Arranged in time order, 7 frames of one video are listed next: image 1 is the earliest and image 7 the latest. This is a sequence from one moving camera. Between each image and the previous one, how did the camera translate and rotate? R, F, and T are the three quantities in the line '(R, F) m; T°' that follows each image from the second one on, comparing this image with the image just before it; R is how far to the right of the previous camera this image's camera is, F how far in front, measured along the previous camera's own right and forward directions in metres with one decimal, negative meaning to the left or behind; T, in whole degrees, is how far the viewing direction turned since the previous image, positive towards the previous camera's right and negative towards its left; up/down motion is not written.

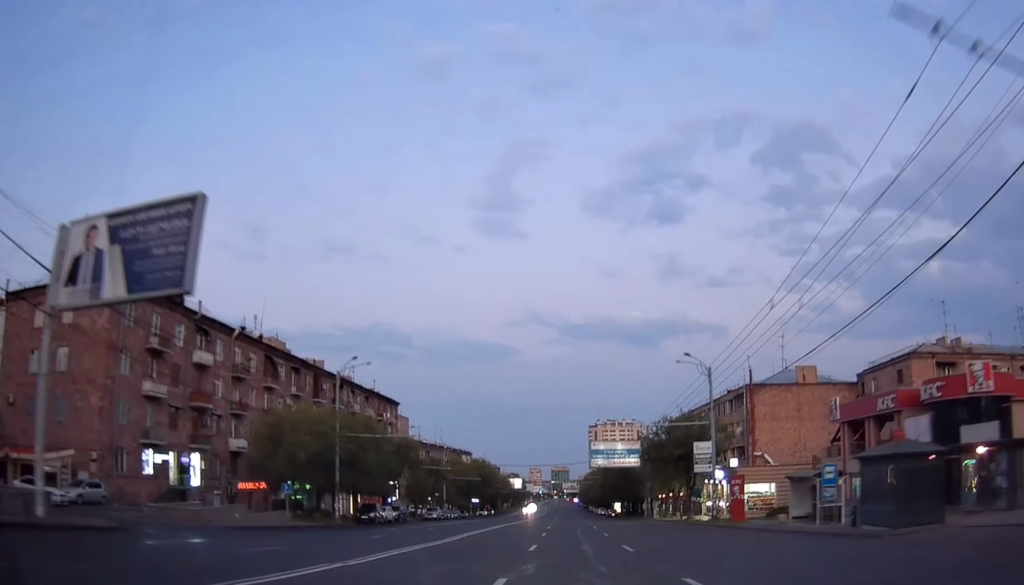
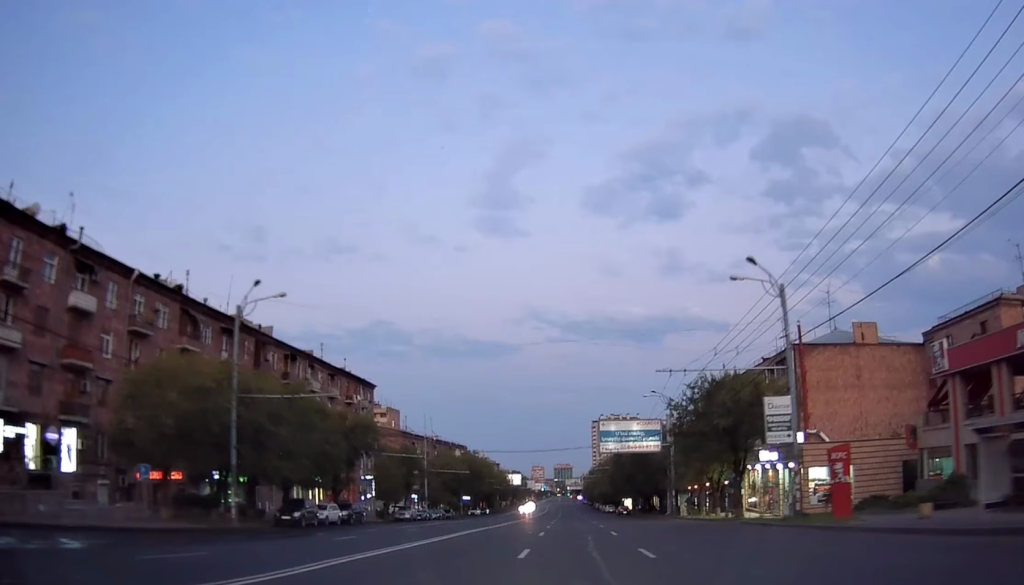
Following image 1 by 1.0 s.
(-0.1, +17.5) m; -1°
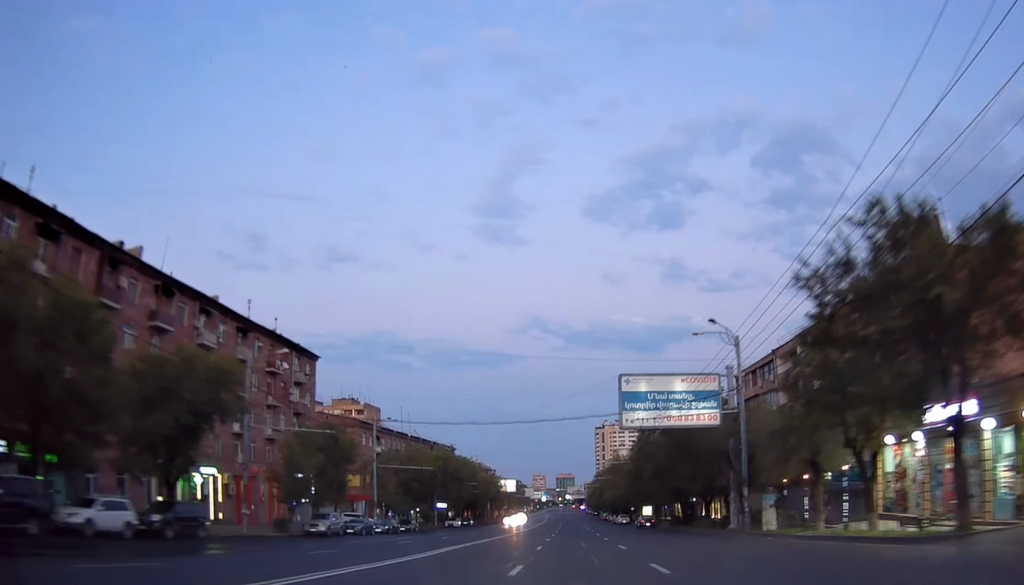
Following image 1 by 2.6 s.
(-0.6, +26.8) m; -1°
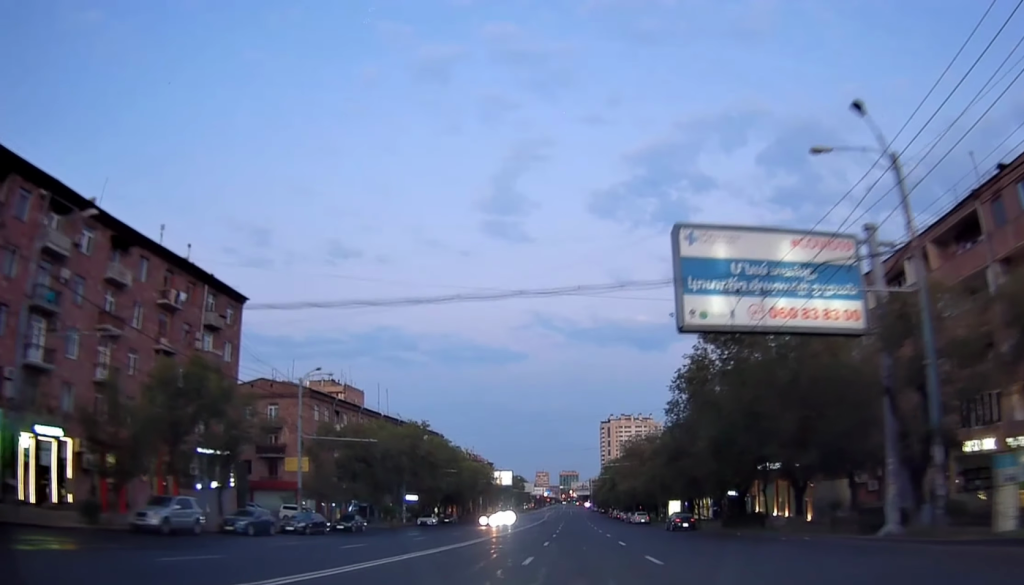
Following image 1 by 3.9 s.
(+0.3, +21.6) m; 0°
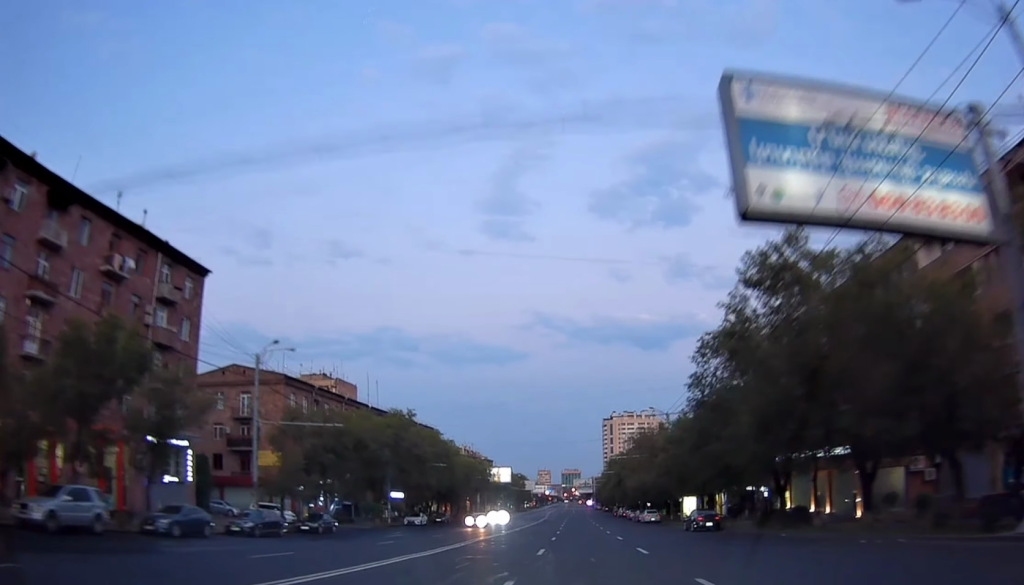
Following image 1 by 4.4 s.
(+0.1, +7.9) m; 0°
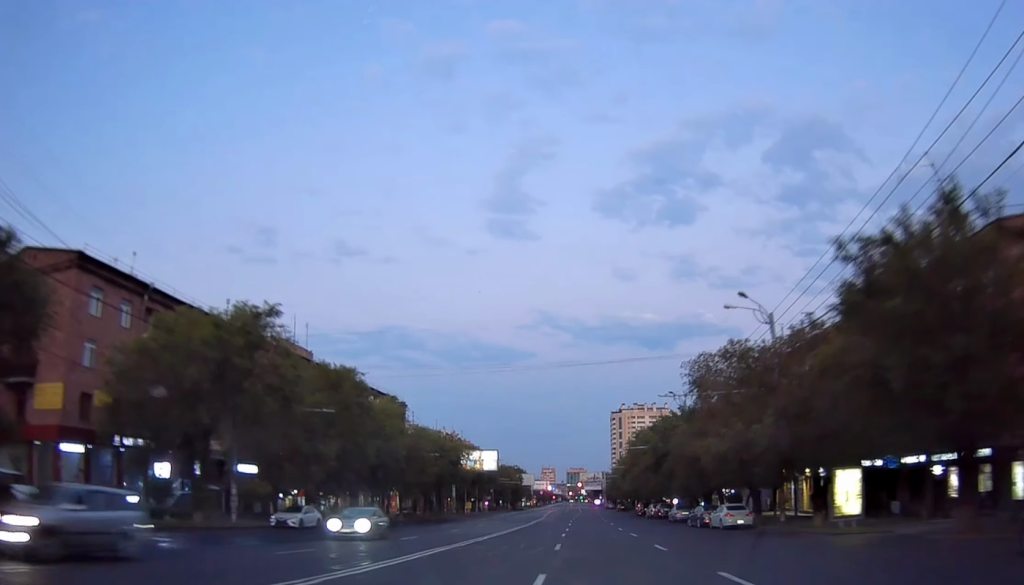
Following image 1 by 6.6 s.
(-0.9, +36.4) m; -1°
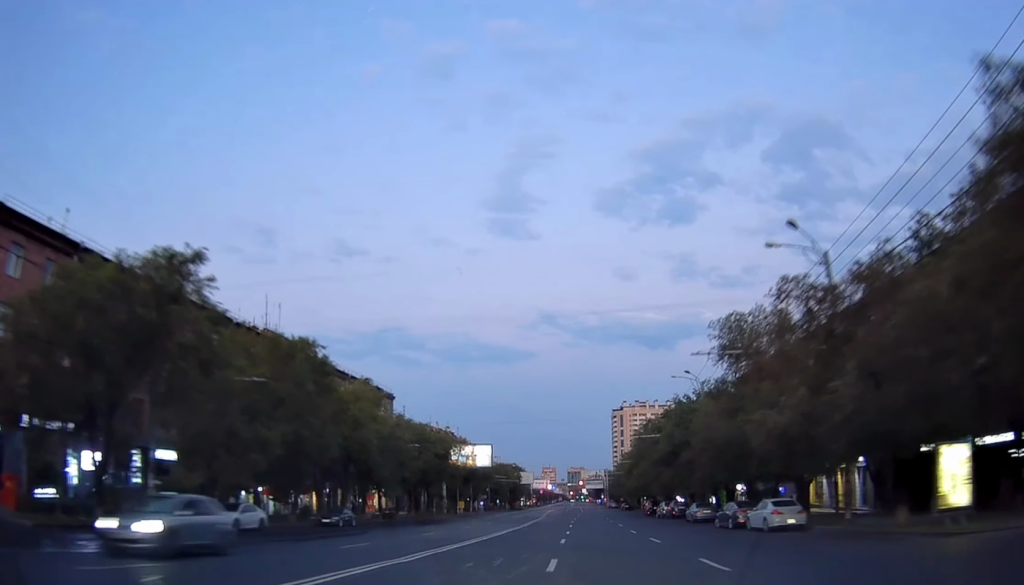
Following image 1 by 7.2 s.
(+0.3, +8.9) m; +1°
